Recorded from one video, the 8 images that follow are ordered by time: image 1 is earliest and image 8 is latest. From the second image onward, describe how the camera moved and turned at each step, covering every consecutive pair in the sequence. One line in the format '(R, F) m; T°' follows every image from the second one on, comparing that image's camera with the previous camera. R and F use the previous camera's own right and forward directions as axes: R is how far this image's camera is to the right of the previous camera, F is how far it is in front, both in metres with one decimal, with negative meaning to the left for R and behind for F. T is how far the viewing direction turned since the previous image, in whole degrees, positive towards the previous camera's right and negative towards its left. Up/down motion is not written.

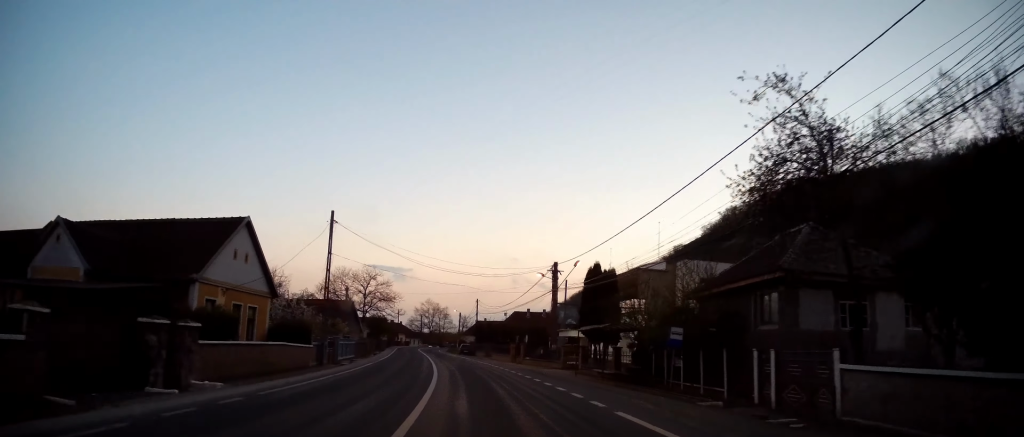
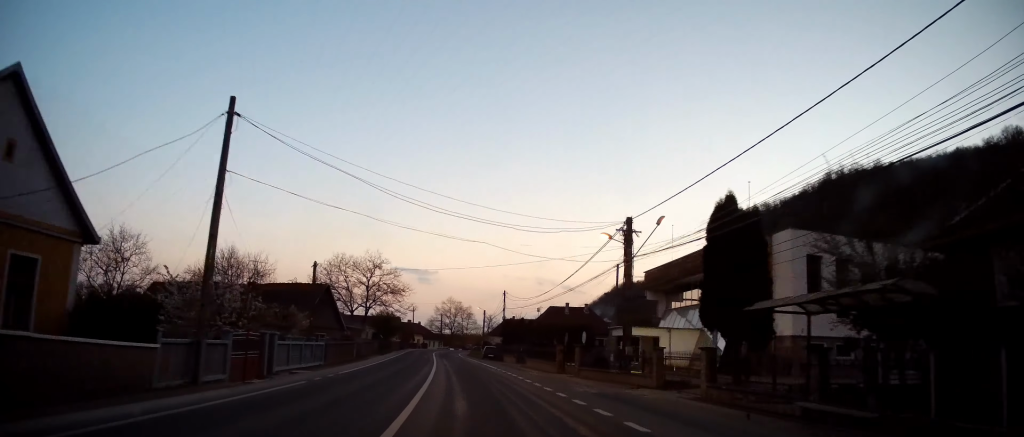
(-0.5, +15.2) m; -2°
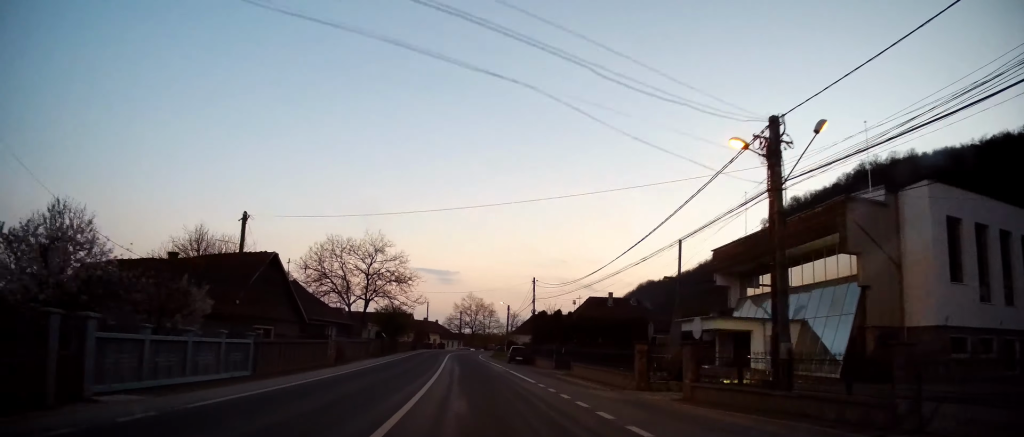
(-0.2, +13.1) m; -2°
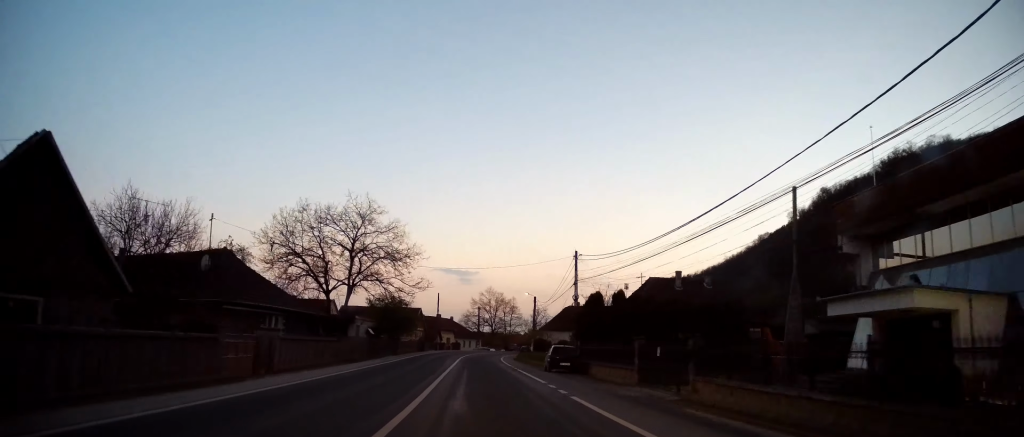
(+0.1, +14.7) m; -3°
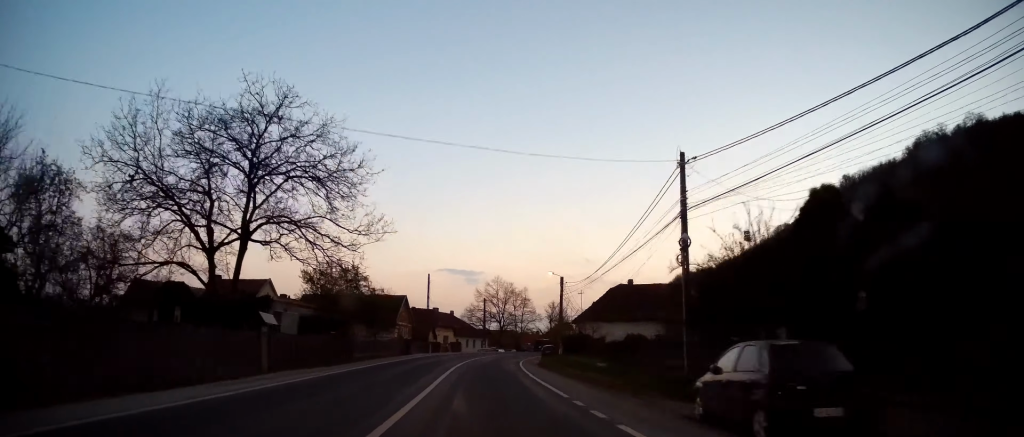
(-1.2, +20.7) m; -3°
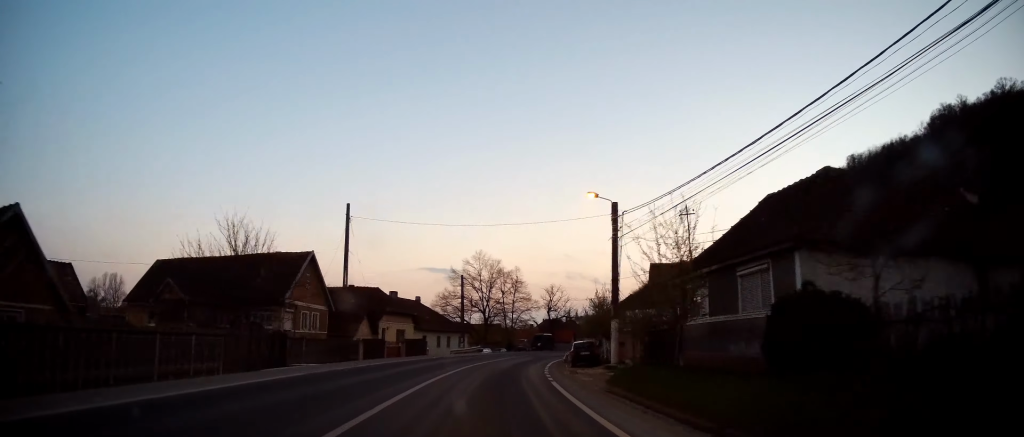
(+0.2, +28.1) m; +2°
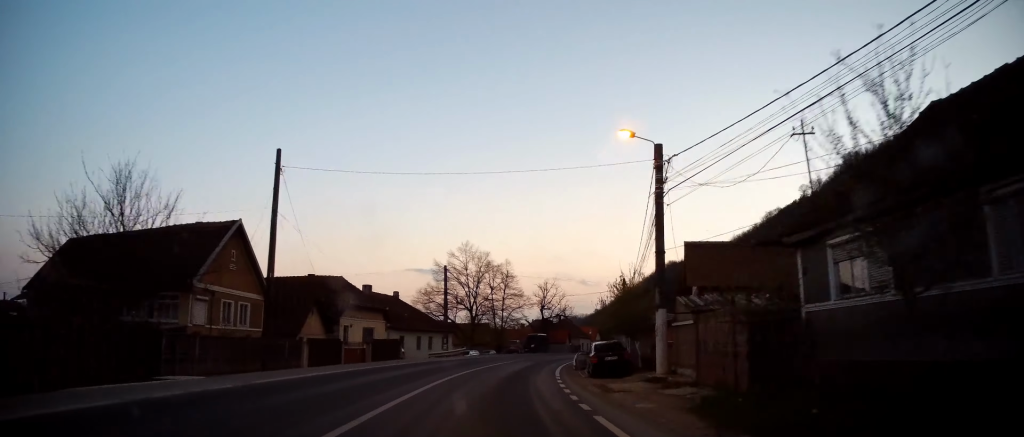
(+0.1, +8.8) m; +1°
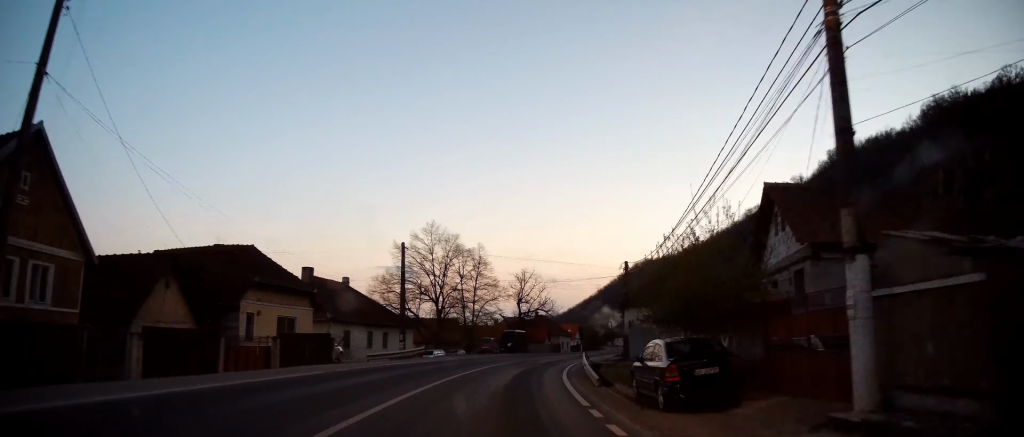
(0.0, +11.6) m; +2°
